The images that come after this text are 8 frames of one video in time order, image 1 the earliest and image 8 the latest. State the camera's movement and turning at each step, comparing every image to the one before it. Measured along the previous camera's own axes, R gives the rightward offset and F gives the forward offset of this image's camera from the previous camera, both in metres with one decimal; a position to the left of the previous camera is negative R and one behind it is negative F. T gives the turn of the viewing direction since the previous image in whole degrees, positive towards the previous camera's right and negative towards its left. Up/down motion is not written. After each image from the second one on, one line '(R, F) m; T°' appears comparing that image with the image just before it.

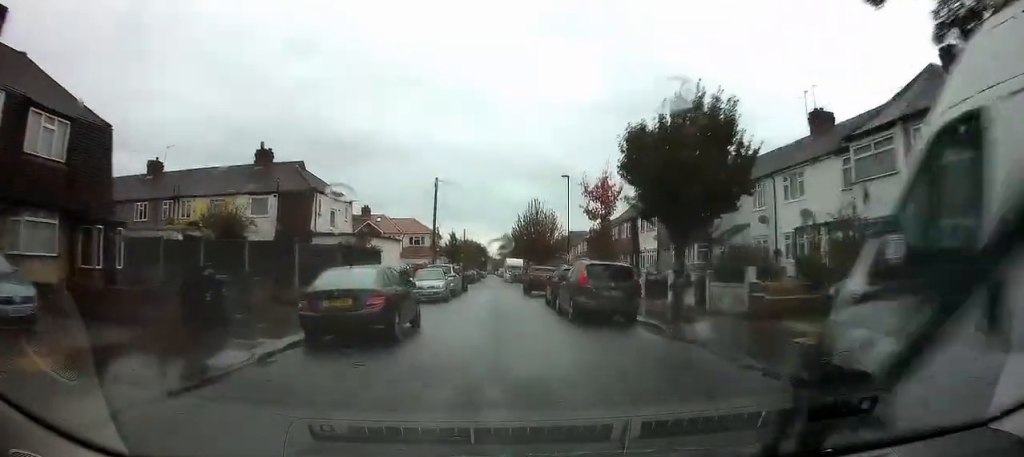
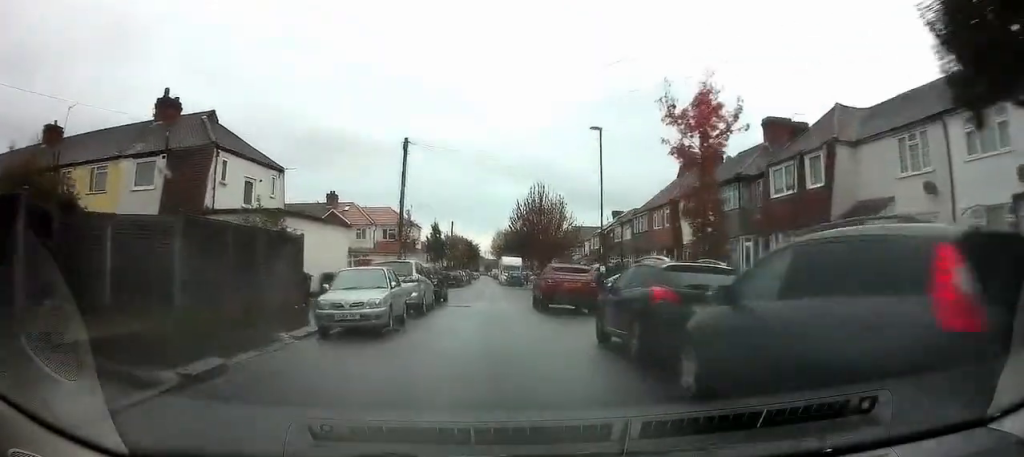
(+0.5, +12.3) m; +6°
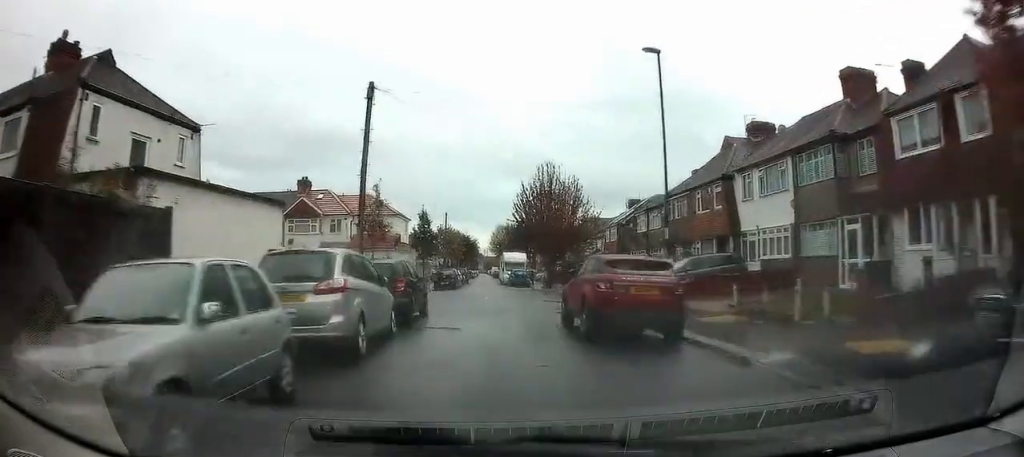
(+0.4, +9.2) m; -2°
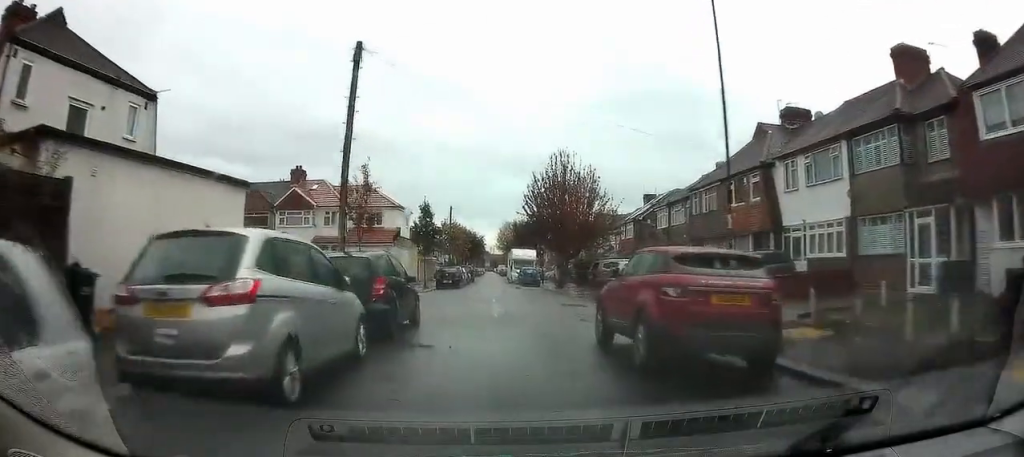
(-0.2, +3.6) m; -1°
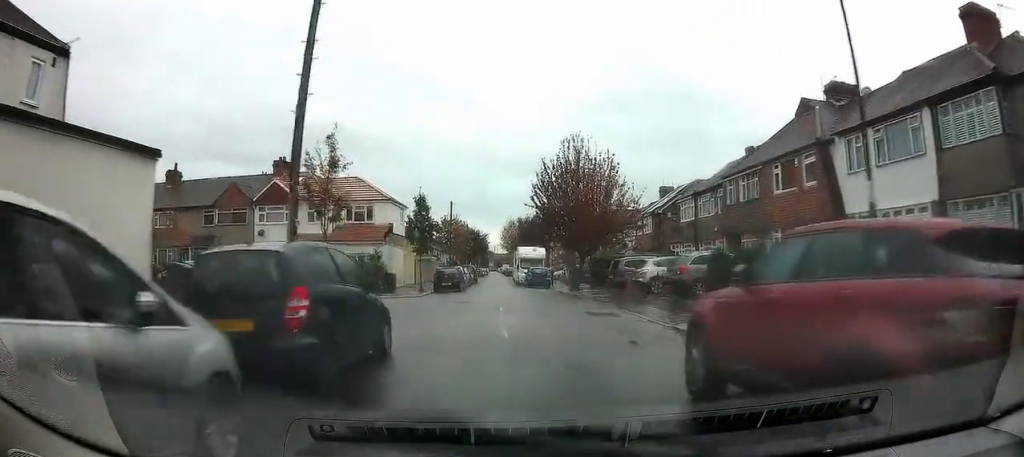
(-0.2, +4.7) m; -1°
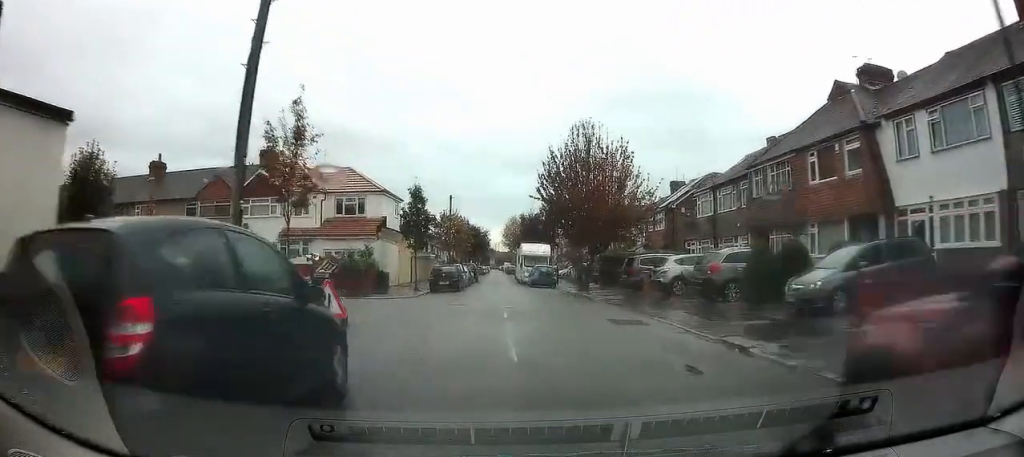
(+0.3, +3.0) m; 0°
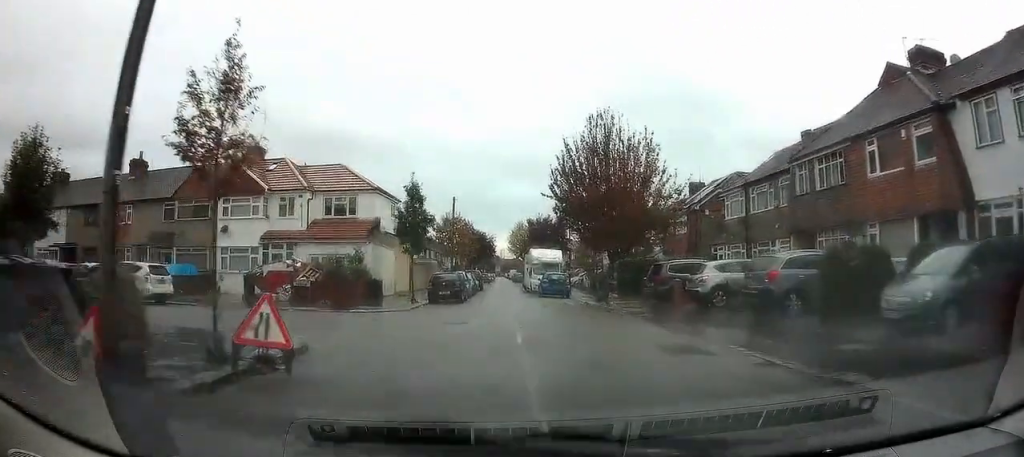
(-0.2, +3.8) m; -3°
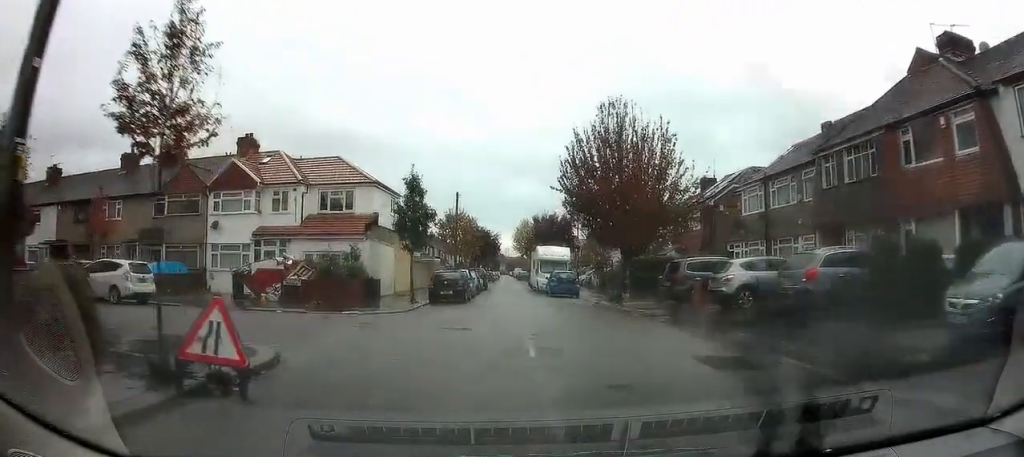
(-0.1, +2.0) m; -1°
